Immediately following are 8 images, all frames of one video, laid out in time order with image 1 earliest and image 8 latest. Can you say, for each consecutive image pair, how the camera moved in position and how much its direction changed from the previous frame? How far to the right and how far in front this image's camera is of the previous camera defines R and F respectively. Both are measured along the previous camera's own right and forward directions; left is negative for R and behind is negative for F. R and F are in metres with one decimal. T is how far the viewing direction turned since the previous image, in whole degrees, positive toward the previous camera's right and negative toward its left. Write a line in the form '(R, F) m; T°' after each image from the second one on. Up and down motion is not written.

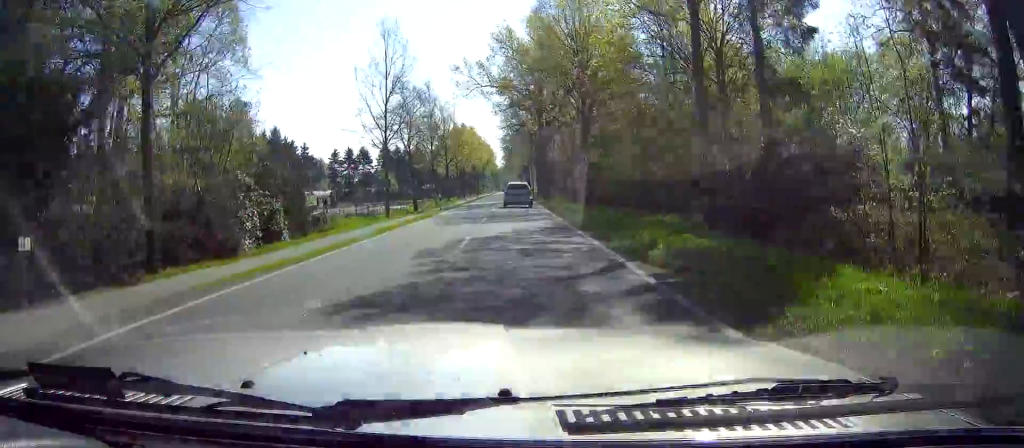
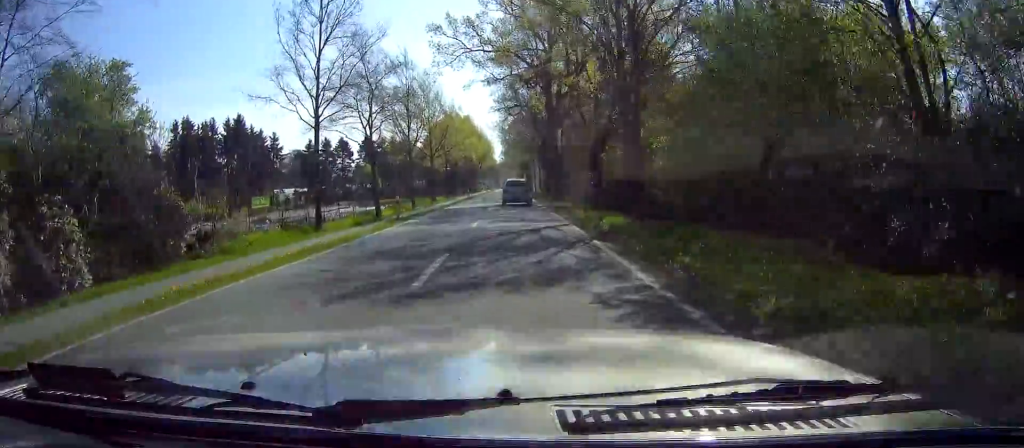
(0.0, +16.2) m; 0°
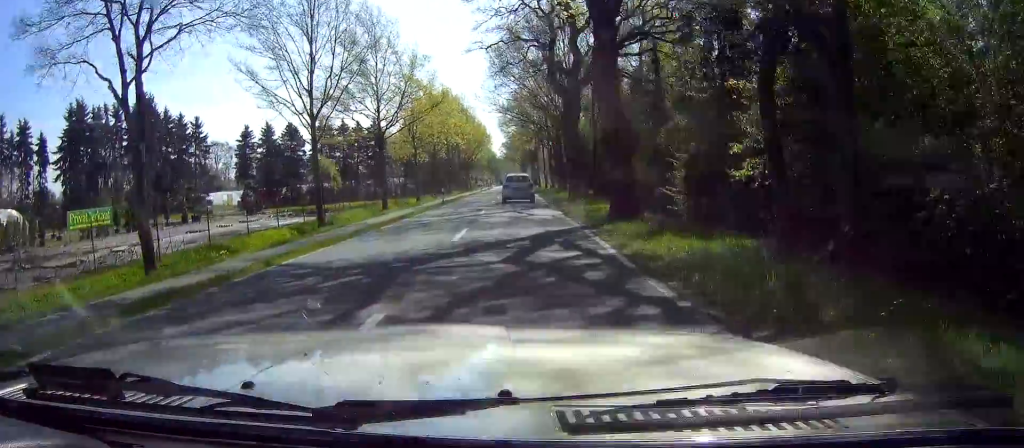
(0.0, +28.8) m; 0°
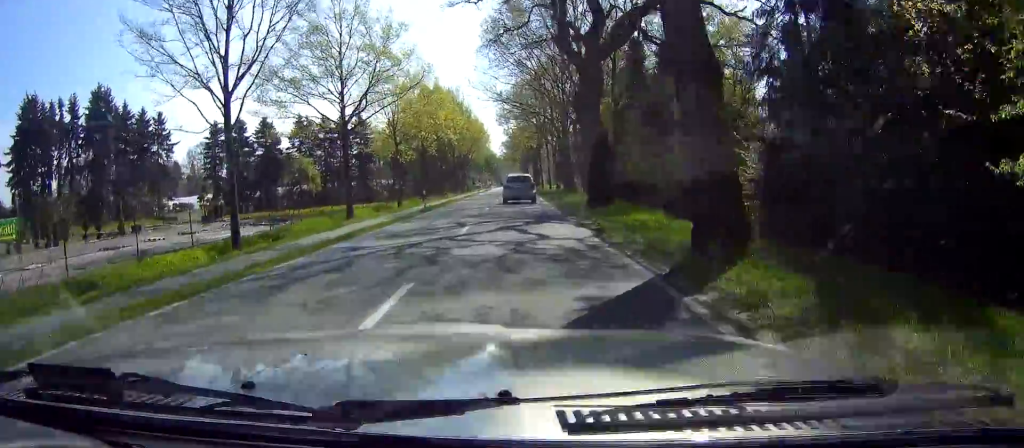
(0.0, +9.5) m; 0°
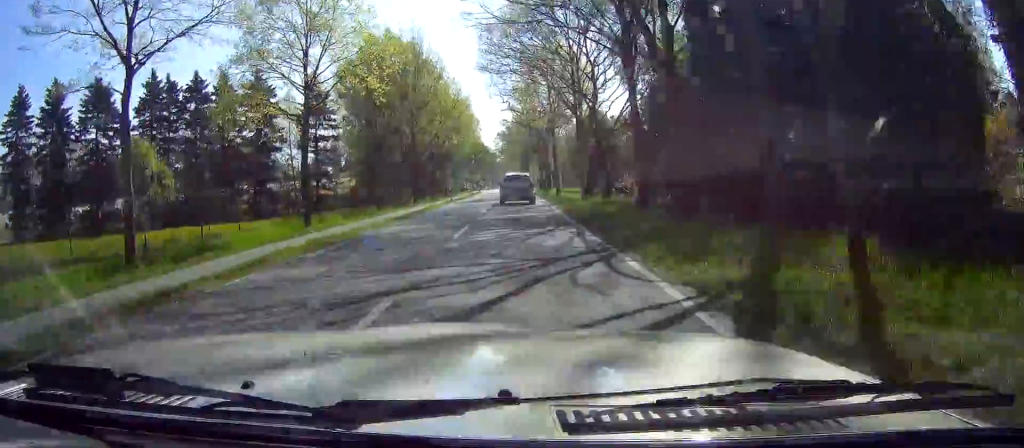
(+0.7, +34.7) m; +2°
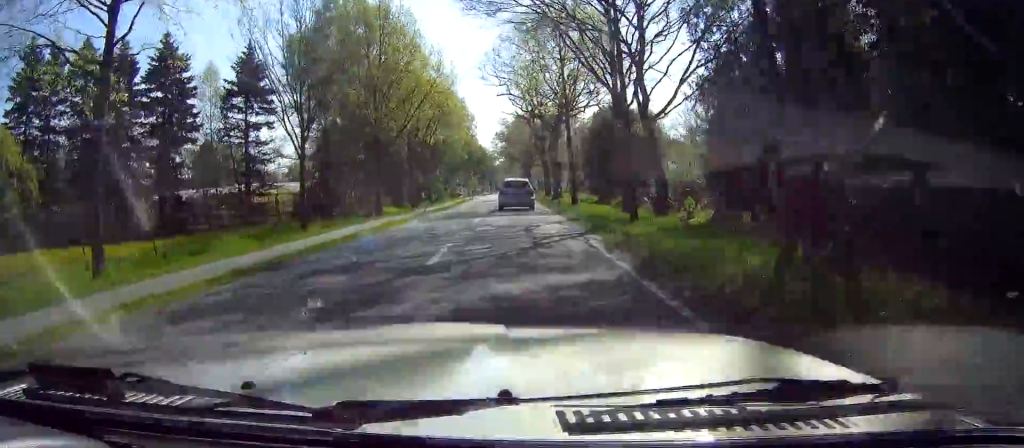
(+0.1, +14.7) m; 0°
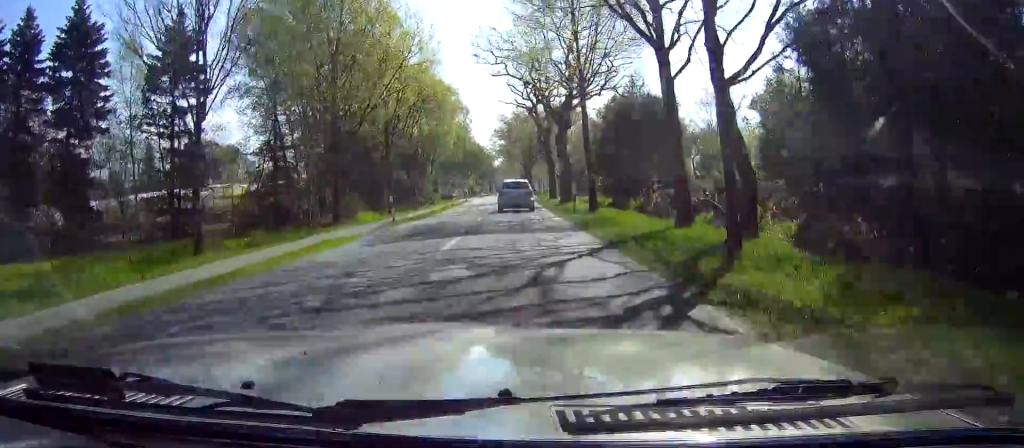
(0.0, +9.2) m; 0°
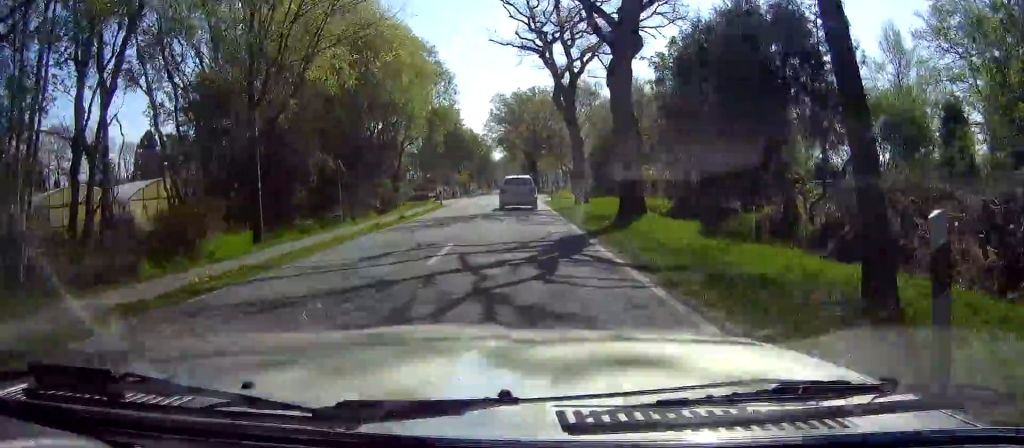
(0.0, +23.1) m; 0°
